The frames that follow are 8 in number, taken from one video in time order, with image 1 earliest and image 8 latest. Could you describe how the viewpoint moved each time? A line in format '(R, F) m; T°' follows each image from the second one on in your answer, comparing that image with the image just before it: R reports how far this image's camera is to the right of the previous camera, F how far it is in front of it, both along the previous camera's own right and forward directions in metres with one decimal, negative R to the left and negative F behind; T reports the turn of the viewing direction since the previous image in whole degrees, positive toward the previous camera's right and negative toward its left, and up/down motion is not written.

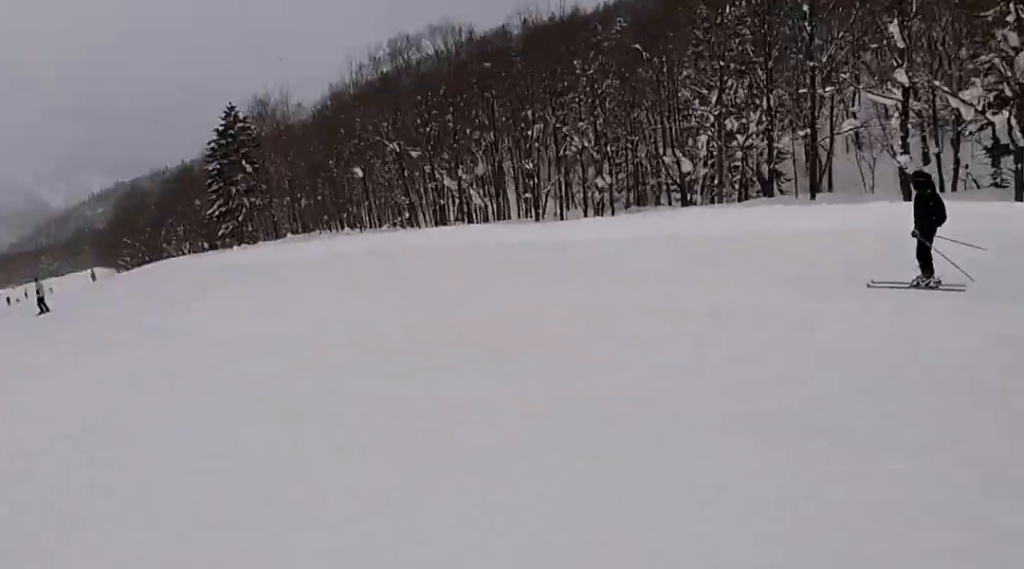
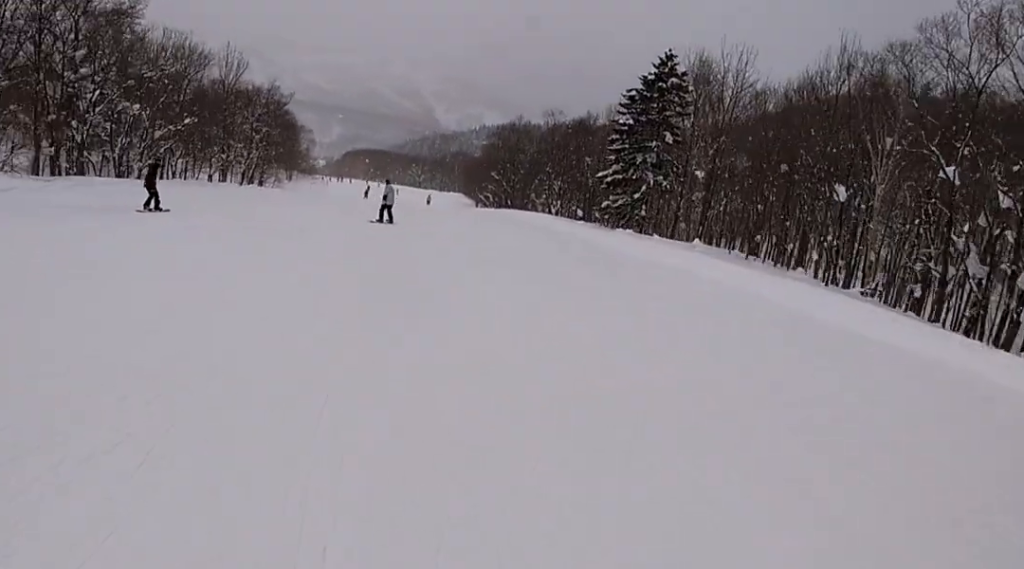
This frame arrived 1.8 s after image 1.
(-0.2, +14.6) m; -8°
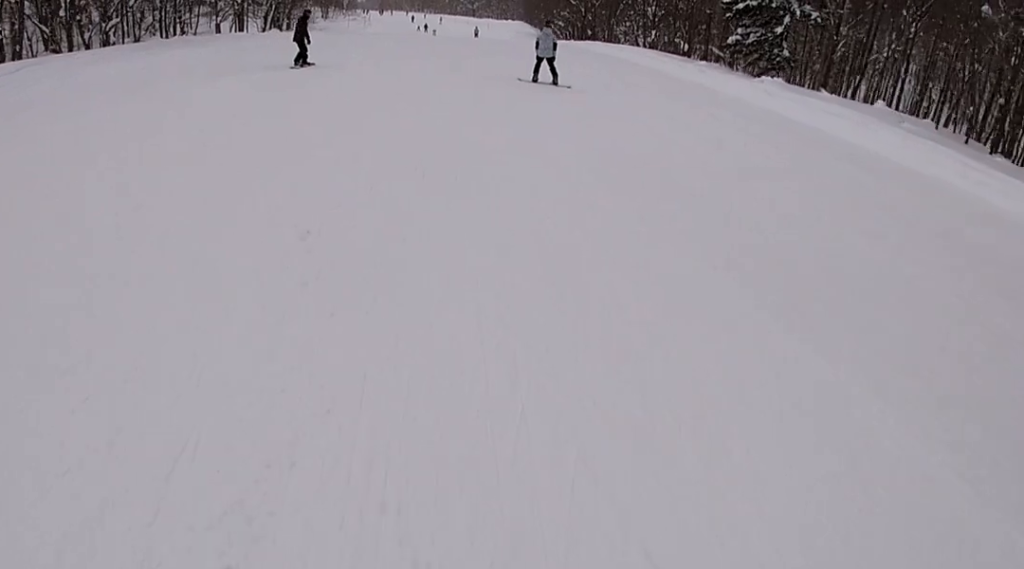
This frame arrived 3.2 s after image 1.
(-2.6, +9.6) m; -25°
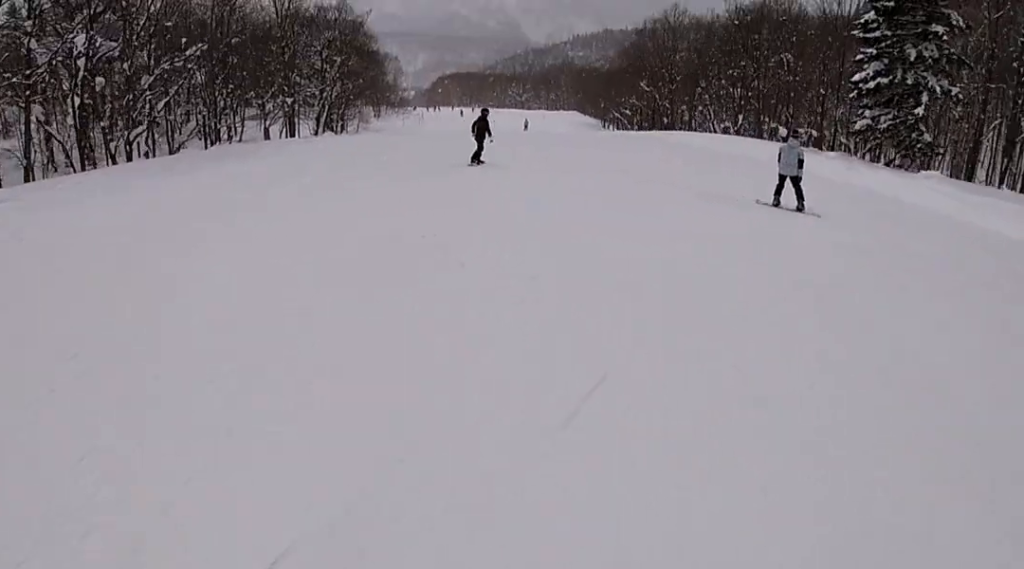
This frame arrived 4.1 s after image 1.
(-0.3, +7.0) m; +9°
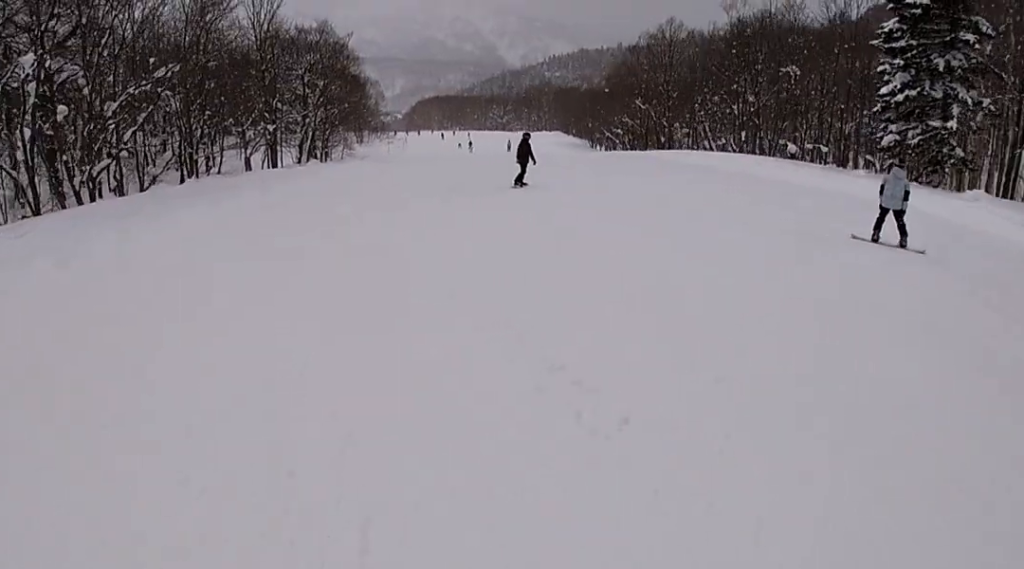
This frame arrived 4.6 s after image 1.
(+0.7, +3.2) m; 0°
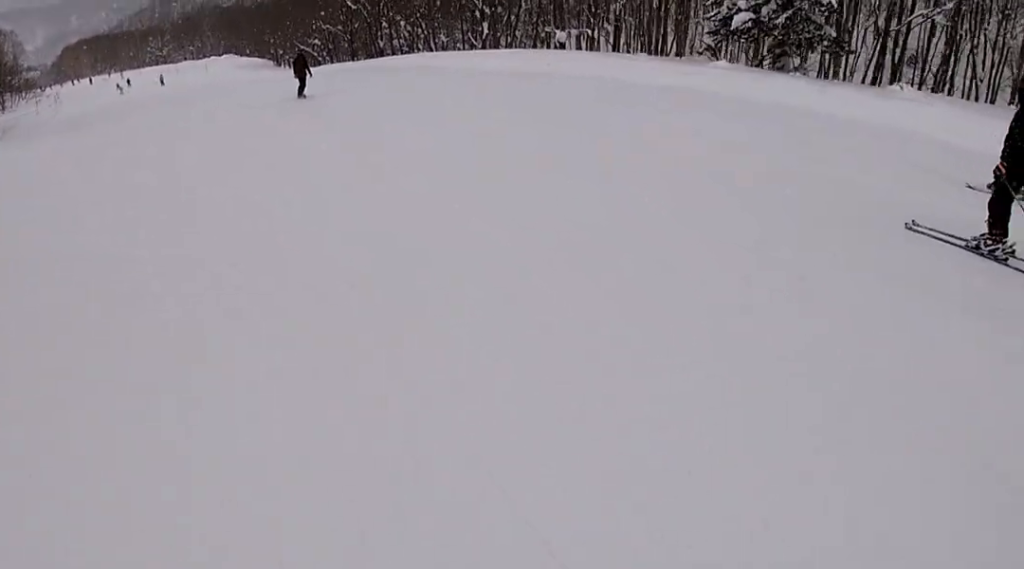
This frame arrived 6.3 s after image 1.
(+0.2, +12.1) m; +16°
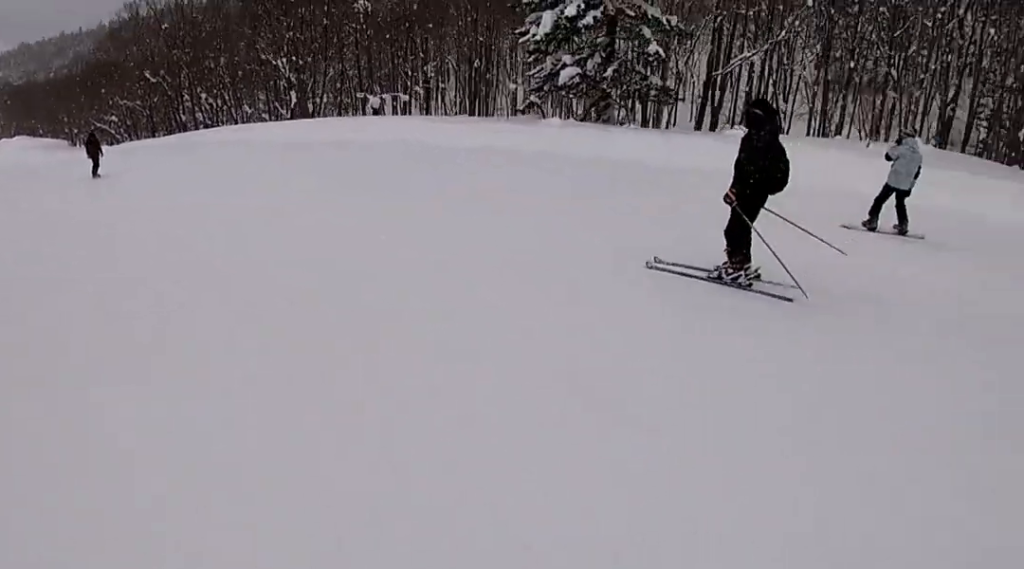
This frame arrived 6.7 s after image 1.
(+1.0, +2.6) m; +5°
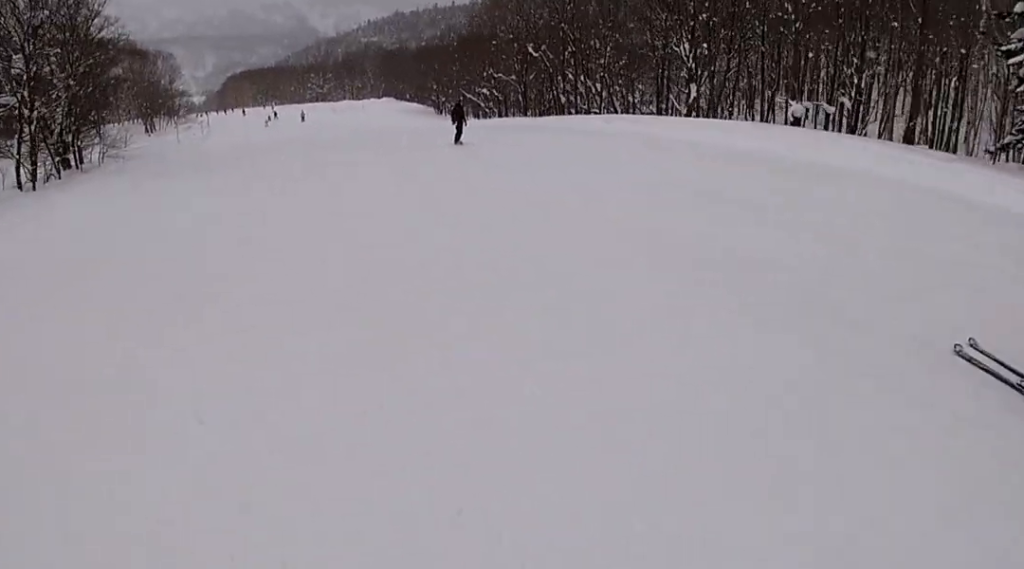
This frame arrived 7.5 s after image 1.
(+0.6, +5.1) m; -3°
